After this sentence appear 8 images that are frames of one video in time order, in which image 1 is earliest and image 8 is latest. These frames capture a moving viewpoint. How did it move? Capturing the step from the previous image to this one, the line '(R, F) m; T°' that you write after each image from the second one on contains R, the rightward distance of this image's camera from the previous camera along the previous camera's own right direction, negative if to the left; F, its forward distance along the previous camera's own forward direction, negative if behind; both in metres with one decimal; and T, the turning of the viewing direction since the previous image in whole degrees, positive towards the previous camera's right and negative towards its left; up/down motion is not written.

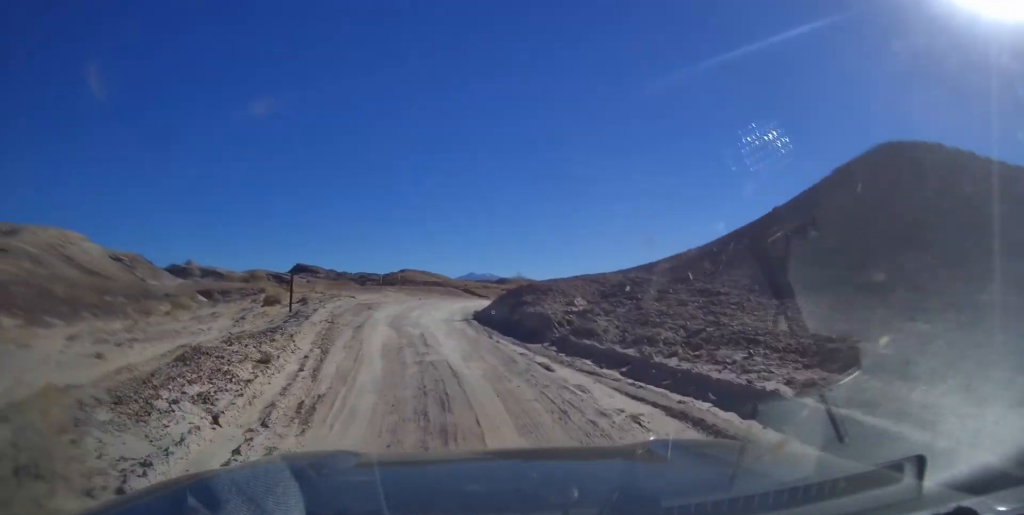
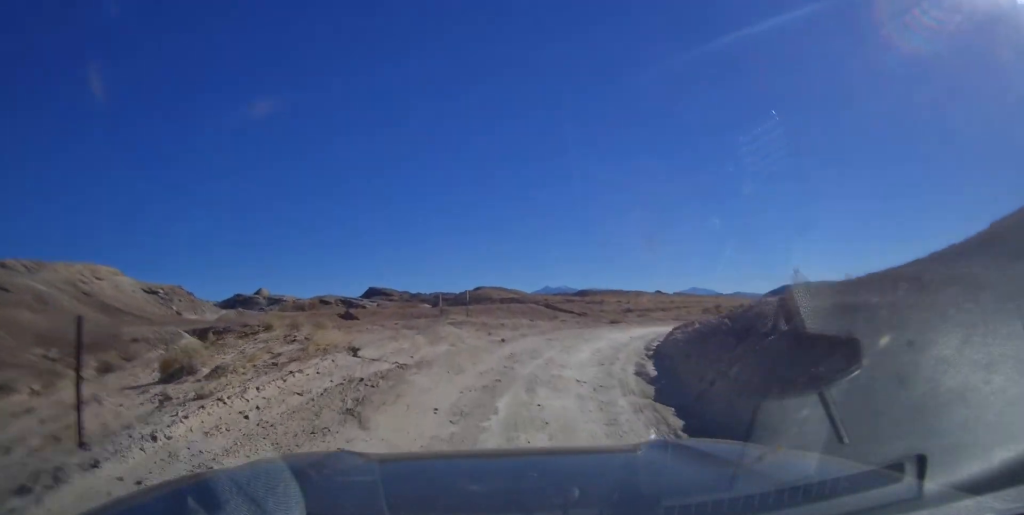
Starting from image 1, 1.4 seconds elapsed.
(-1.1, +17.1) m; -6°
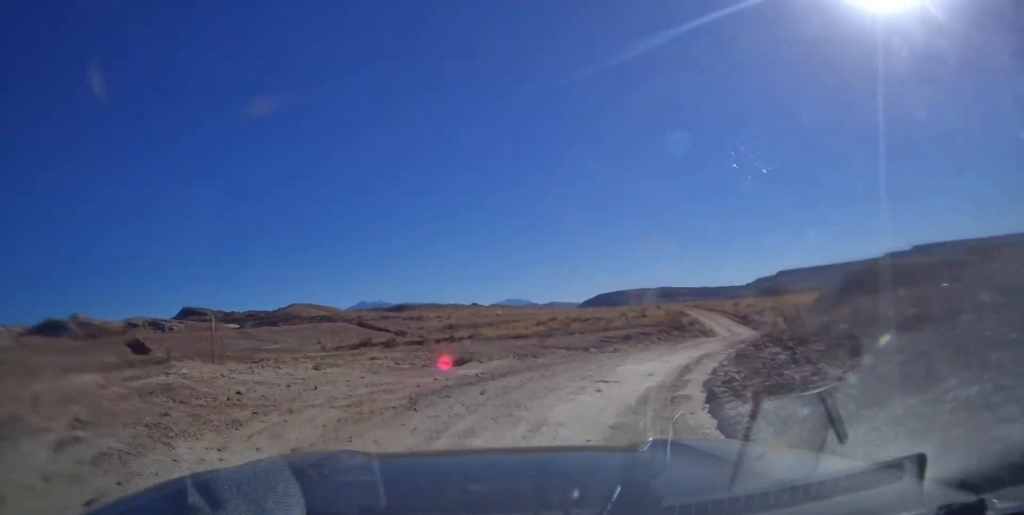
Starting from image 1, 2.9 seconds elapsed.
(-1.0, +16.3) m; +6°
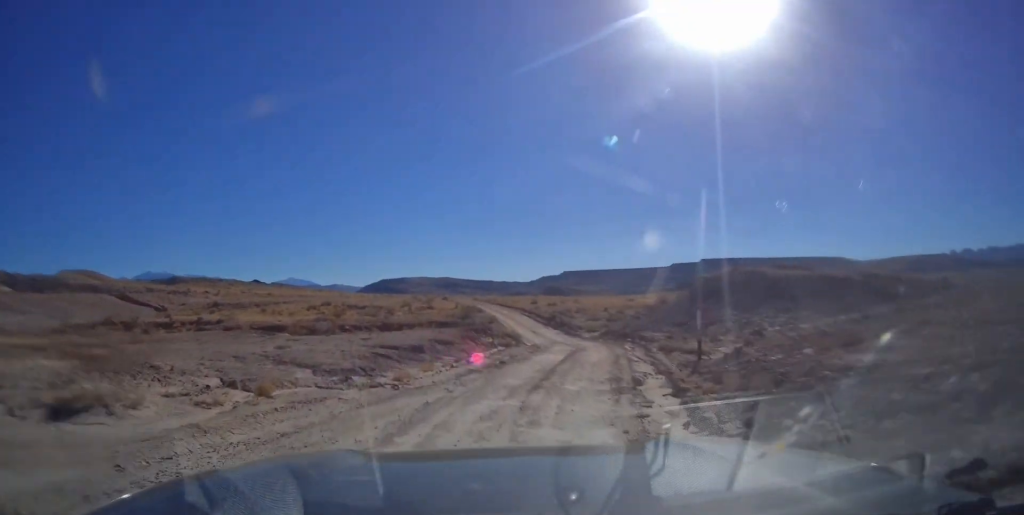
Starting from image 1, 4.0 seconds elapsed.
(+0.1, +12.0) m; +8°
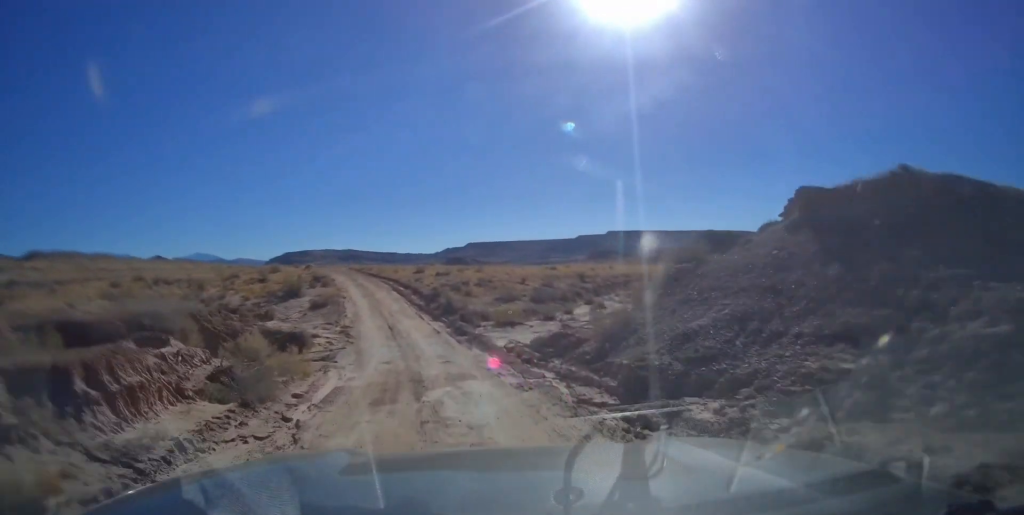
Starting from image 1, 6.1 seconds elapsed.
(+5.1, +22.5) m; +16°
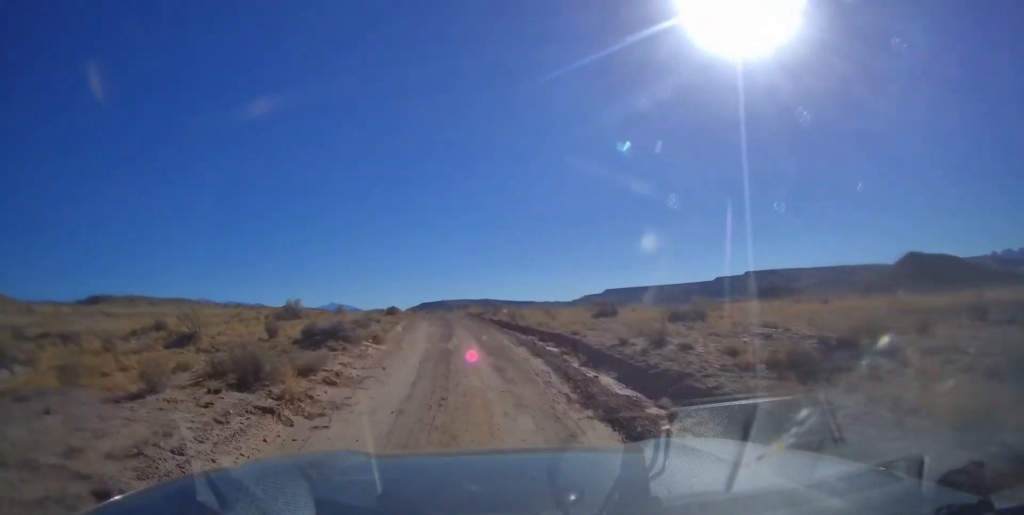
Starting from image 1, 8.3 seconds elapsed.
(+1.4, +28.6) m; +1°
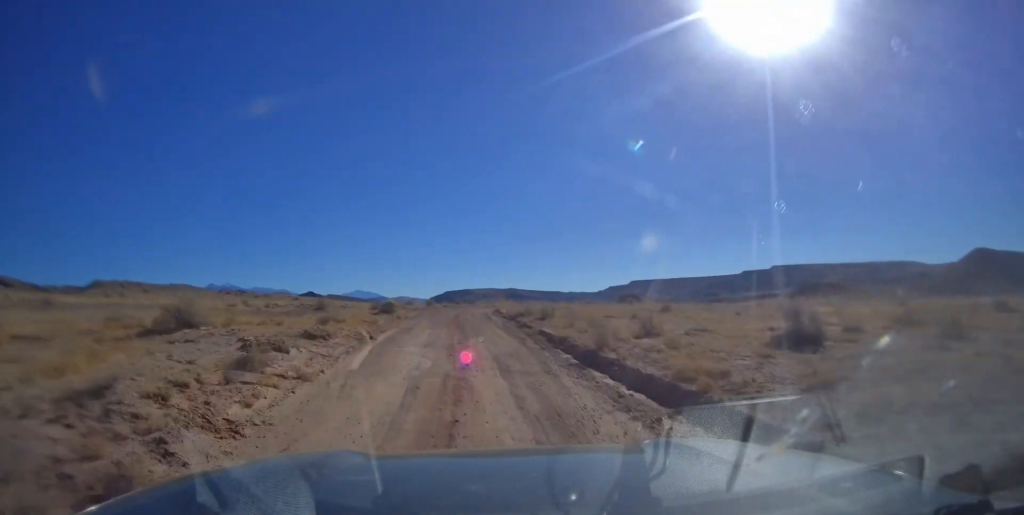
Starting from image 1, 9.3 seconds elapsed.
(+0.4, +12.6) m; -2°
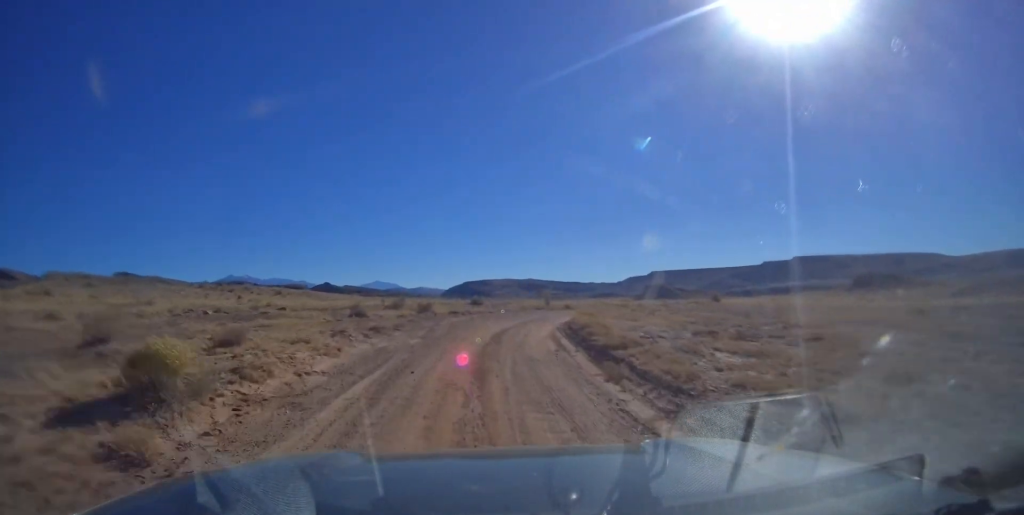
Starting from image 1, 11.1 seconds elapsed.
(-1.9, +26.2) m; -5°
